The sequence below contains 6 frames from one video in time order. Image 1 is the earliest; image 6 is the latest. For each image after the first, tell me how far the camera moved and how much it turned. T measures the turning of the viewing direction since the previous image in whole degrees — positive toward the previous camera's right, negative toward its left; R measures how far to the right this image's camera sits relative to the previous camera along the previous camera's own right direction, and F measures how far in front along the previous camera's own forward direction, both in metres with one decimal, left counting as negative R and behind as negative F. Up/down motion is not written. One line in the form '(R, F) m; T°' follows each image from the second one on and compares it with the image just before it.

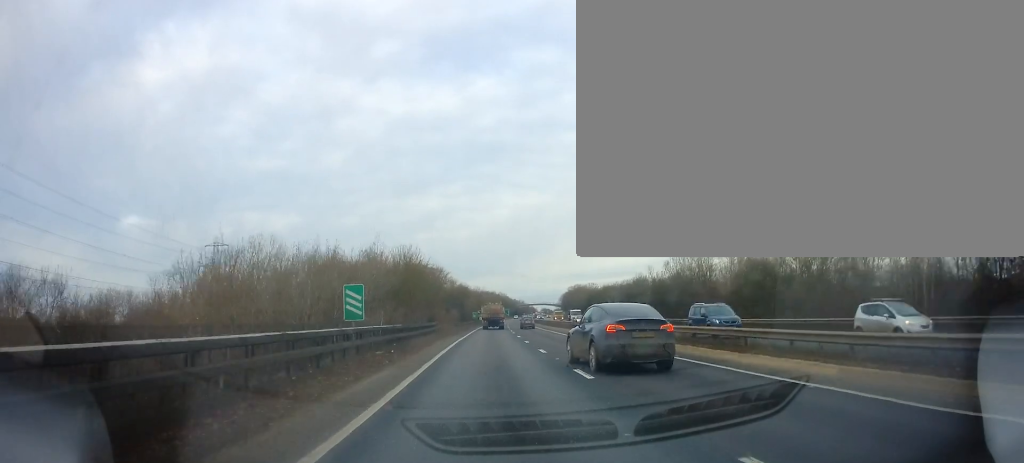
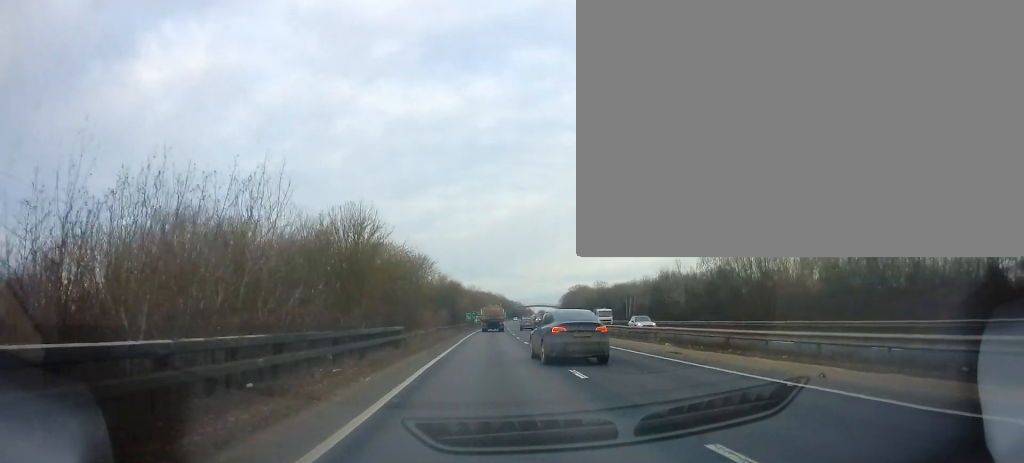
(+0.4, +17.5) m; +1°
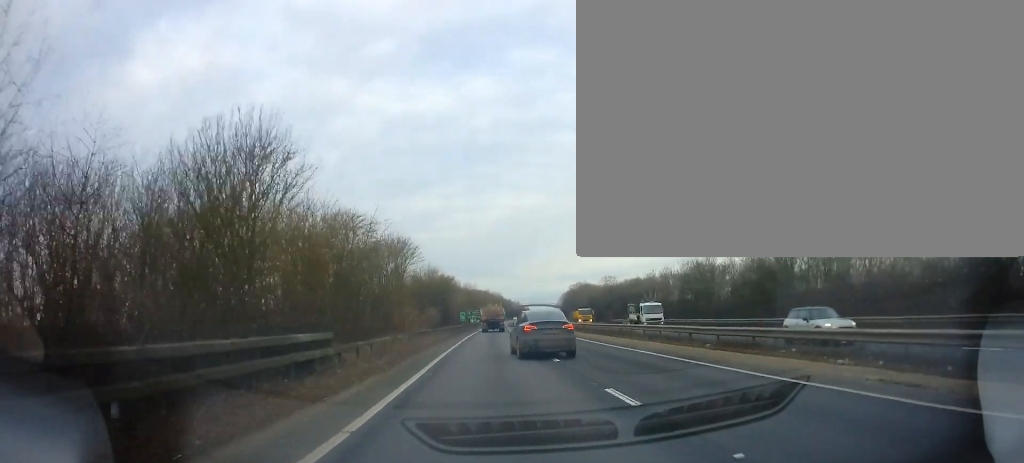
(+0.1, +13.4) m; 0°
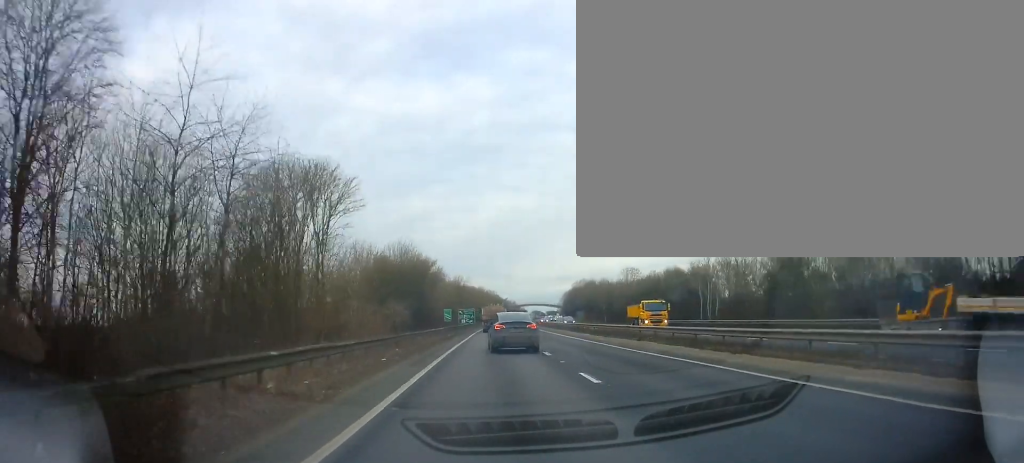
(0.0, +24.2) m; 0°
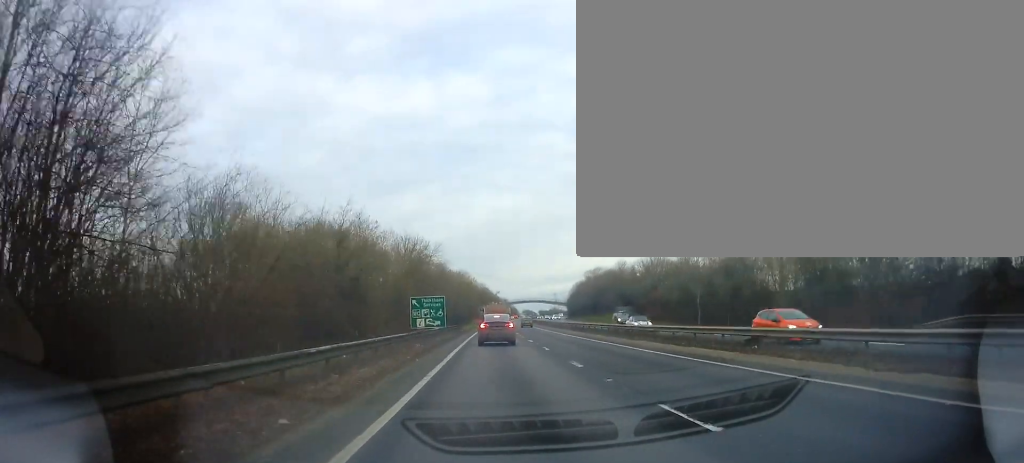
(+0.2, +59.4) m; +1°
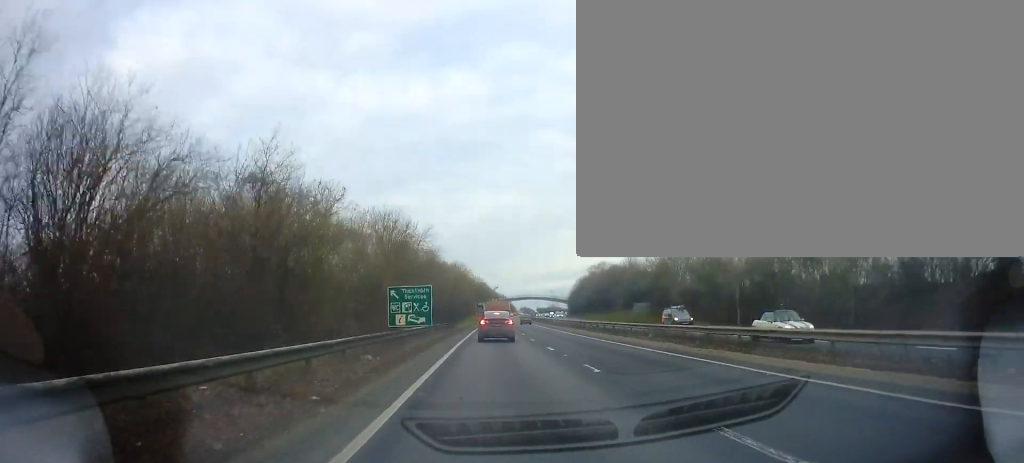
(0.0, +11.1) m; 0°
